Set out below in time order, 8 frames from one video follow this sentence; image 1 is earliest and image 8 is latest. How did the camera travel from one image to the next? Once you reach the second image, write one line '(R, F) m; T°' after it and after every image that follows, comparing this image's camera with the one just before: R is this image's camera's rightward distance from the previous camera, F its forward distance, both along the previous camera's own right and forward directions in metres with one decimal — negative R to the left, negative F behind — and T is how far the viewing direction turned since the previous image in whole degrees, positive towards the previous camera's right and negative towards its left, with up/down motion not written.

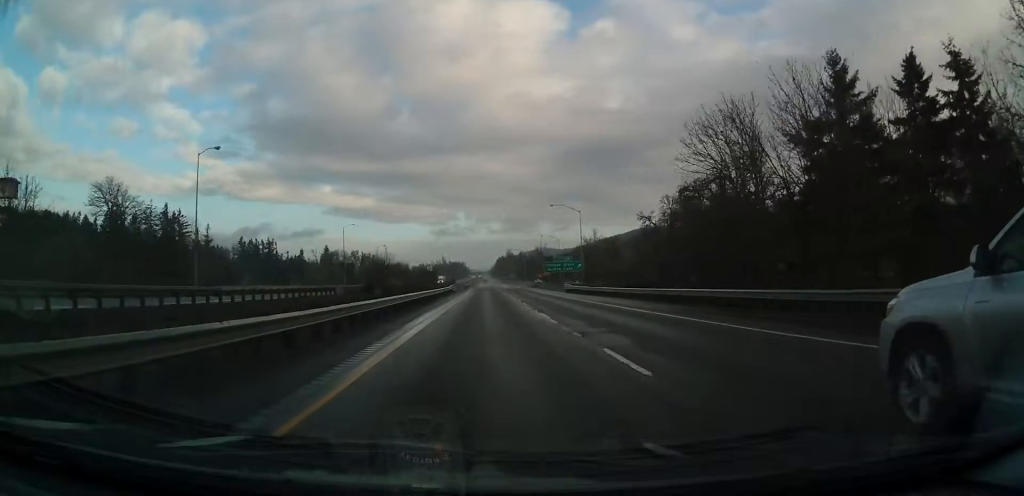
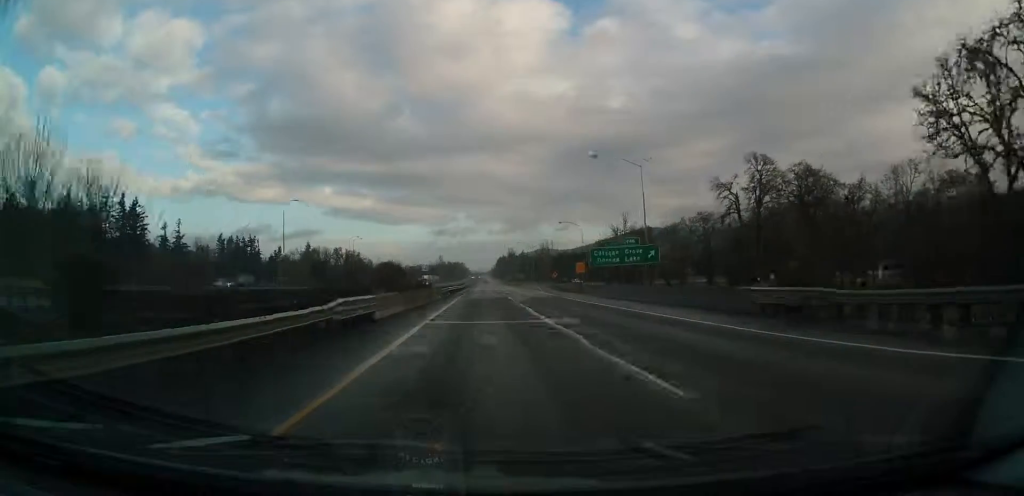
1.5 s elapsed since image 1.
(-0.4, +48.1) m; -1°
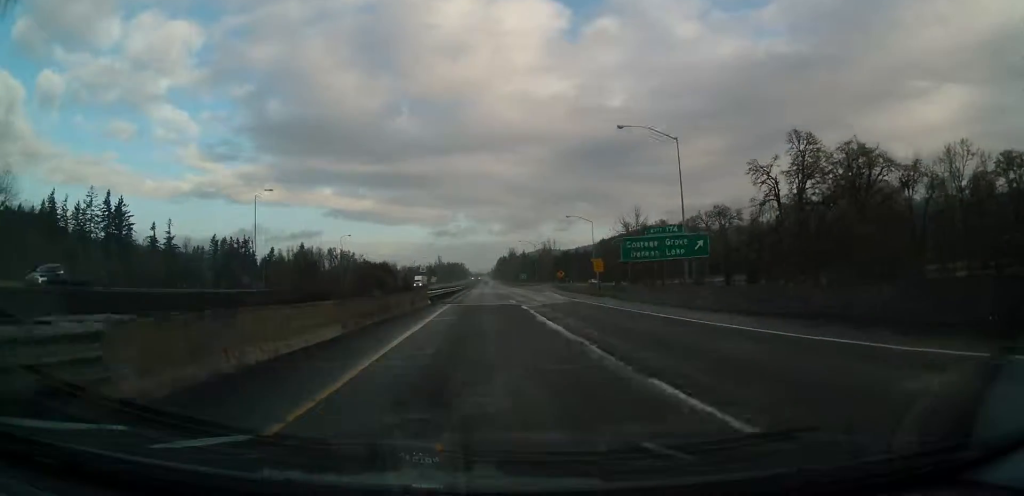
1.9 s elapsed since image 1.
(0.0, +14.2) m; 0°
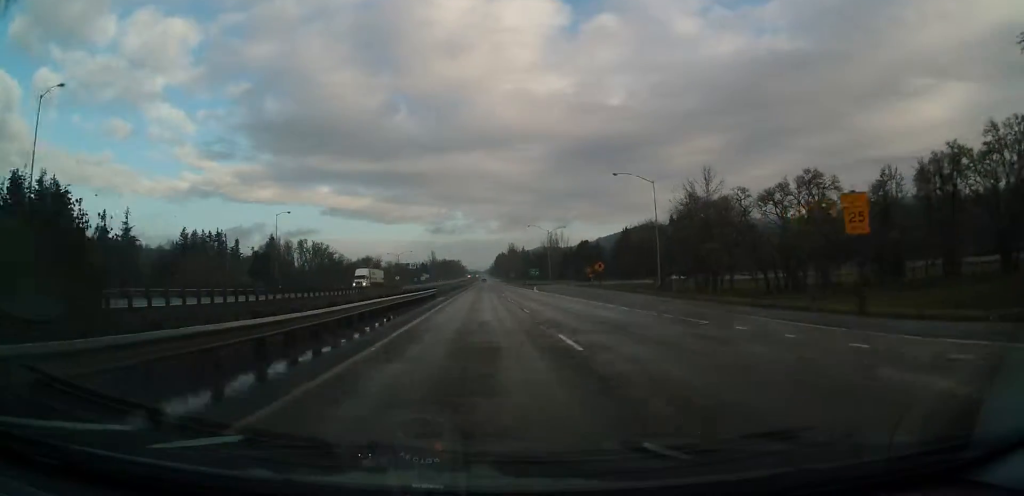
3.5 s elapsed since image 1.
(+0.1, +53.4) m; 0°
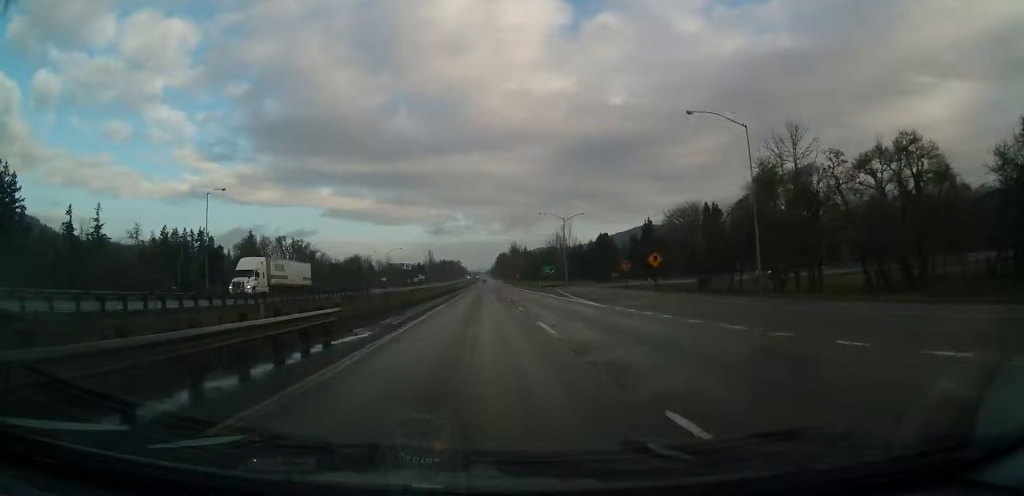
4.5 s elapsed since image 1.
(0.0, +32.6) m; 0°
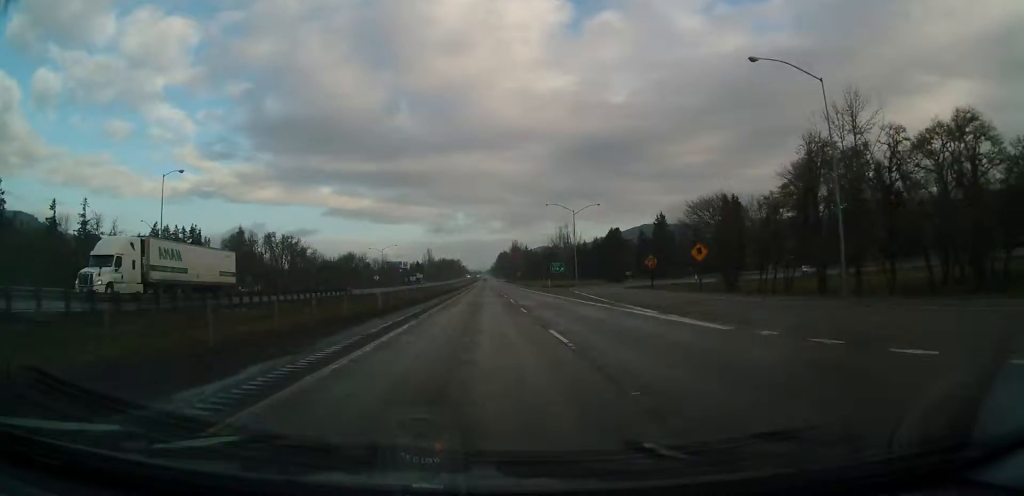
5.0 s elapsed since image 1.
(0.0, +14.1) m; 0°
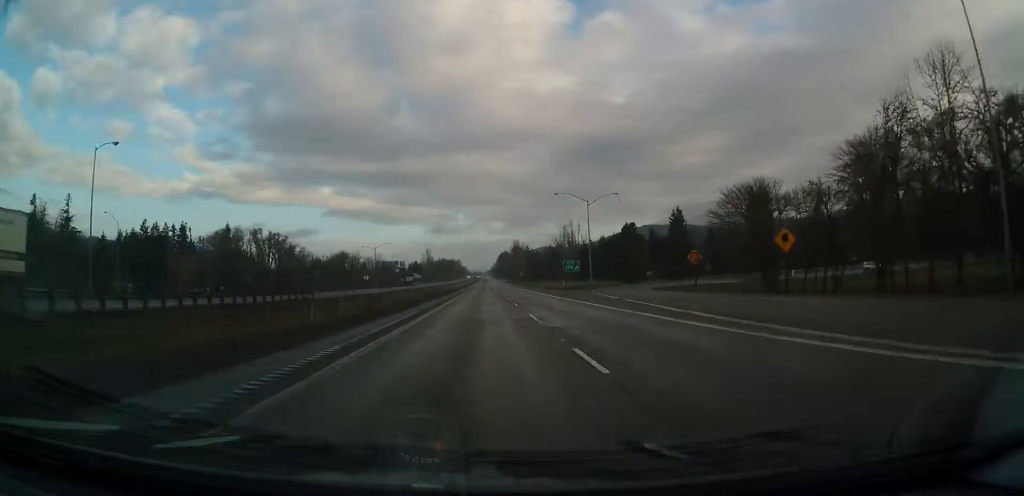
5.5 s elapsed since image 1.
(0.0, +16.3) m; 0°
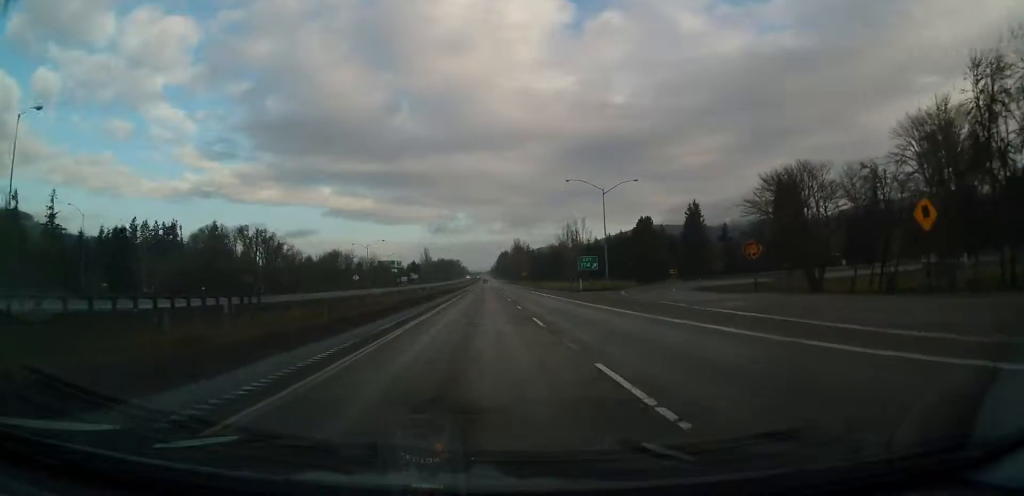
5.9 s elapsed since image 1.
(0.0, +14.1) m; 0°
